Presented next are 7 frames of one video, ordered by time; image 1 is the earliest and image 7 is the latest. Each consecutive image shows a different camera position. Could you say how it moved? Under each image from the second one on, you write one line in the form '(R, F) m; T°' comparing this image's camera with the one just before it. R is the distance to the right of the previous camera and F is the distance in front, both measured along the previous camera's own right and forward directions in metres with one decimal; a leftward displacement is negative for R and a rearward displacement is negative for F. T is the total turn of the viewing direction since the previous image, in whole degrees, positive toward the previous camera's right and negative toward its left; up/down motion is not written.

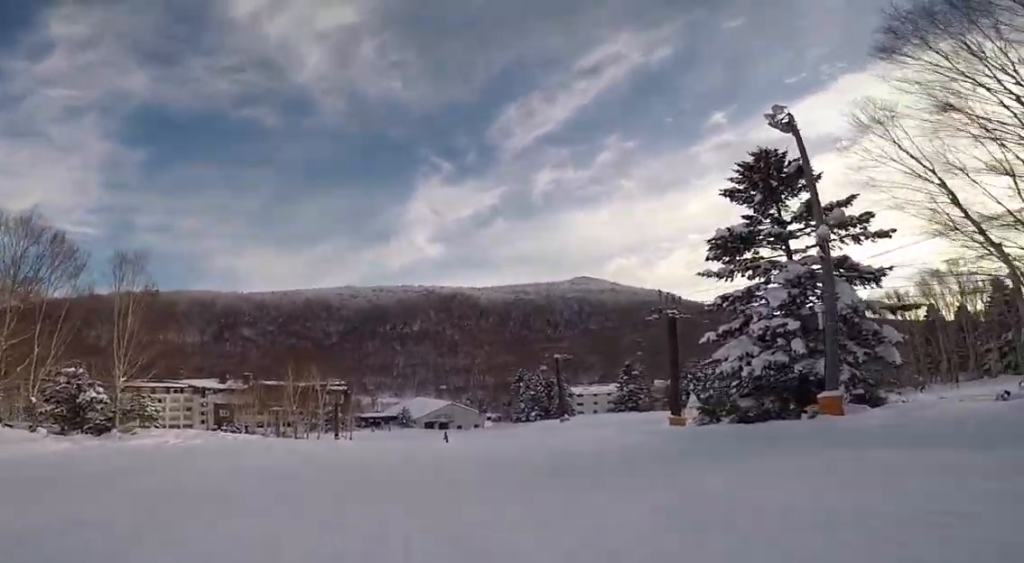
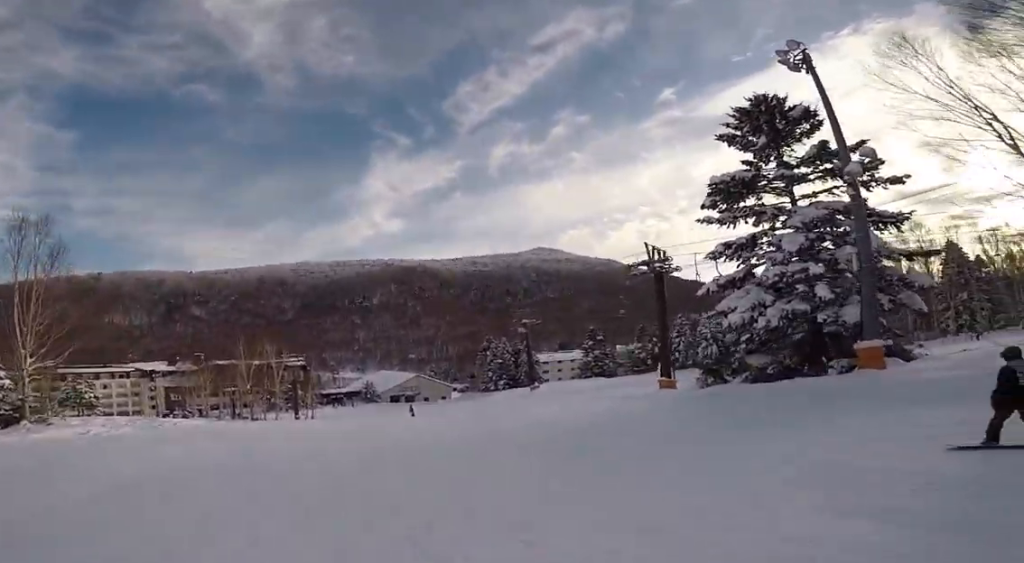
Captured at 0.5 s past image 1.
(+0.1, +3.7) m; -5°
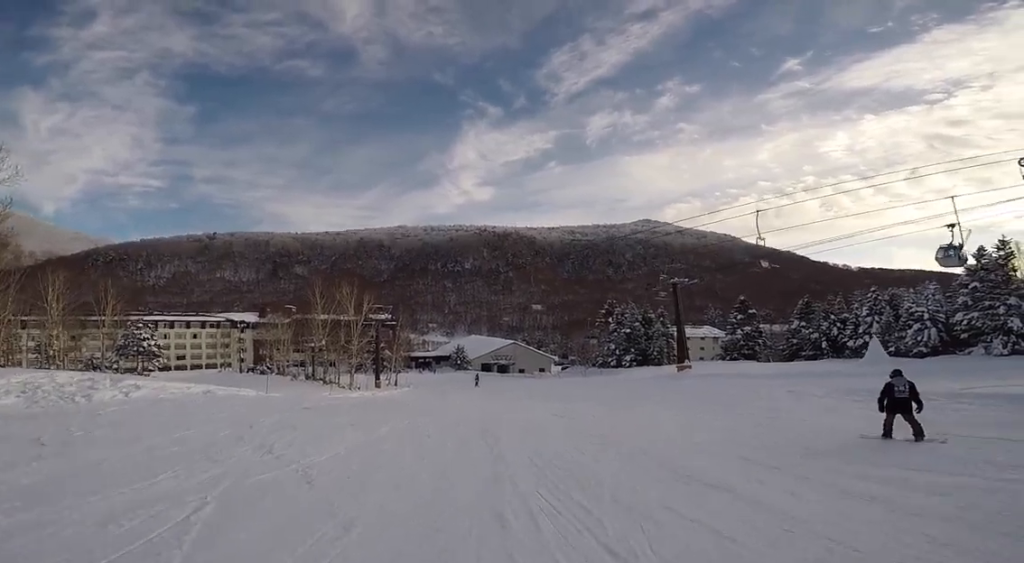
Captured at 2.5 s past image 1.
(-3.6, +11.8) m; -29°
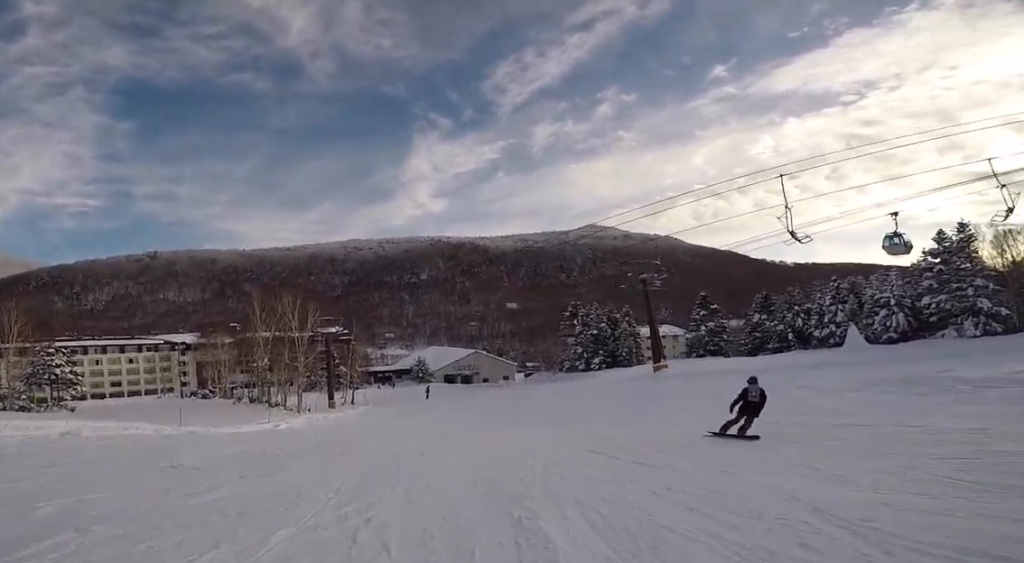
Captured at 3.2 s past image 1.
(0.0, +4.1) m; +1°
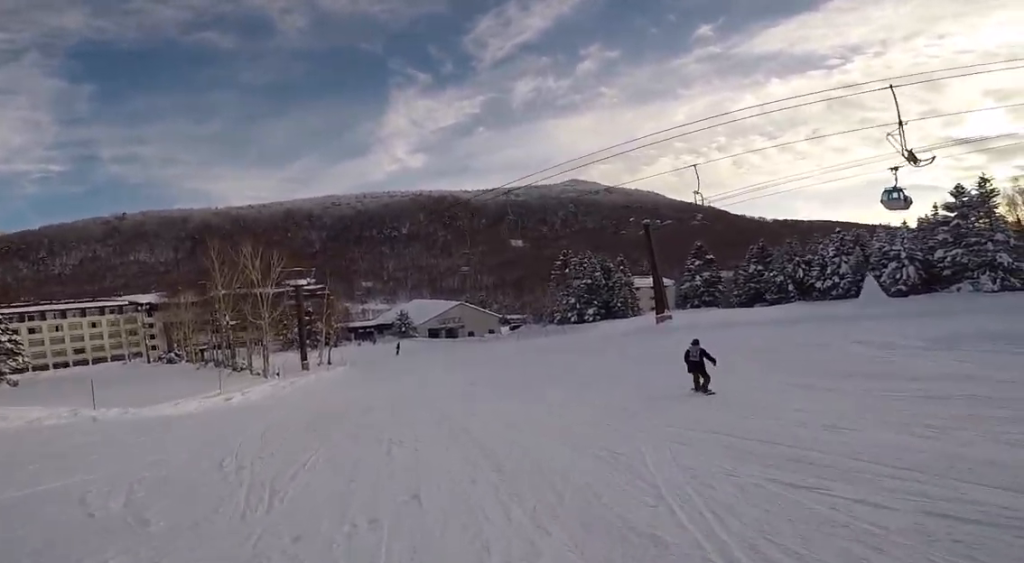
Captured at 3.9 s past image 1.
(0.0, +3.8) m; +12°
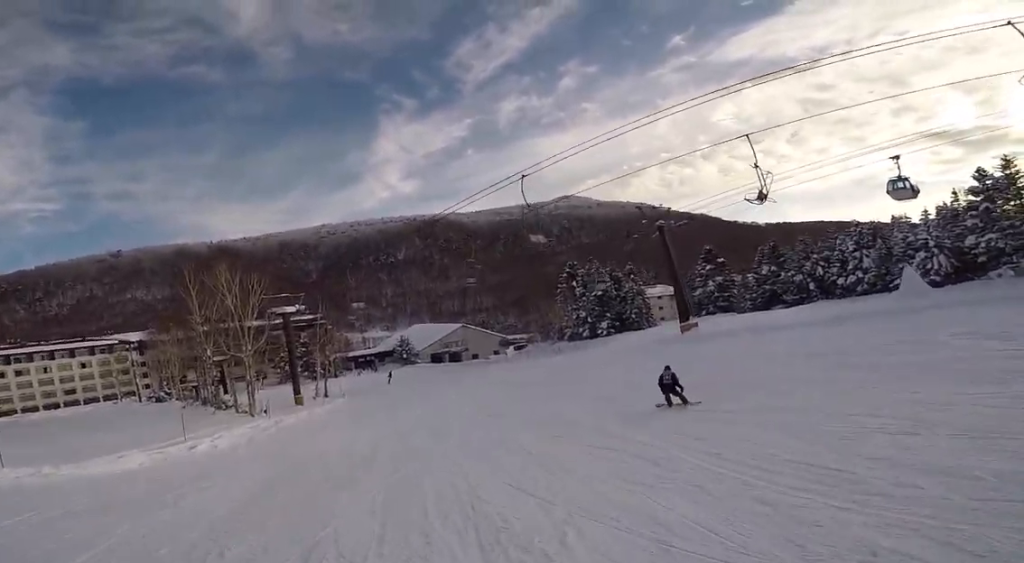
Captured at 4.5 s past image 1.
(+0.2, +3.0) m; +8°
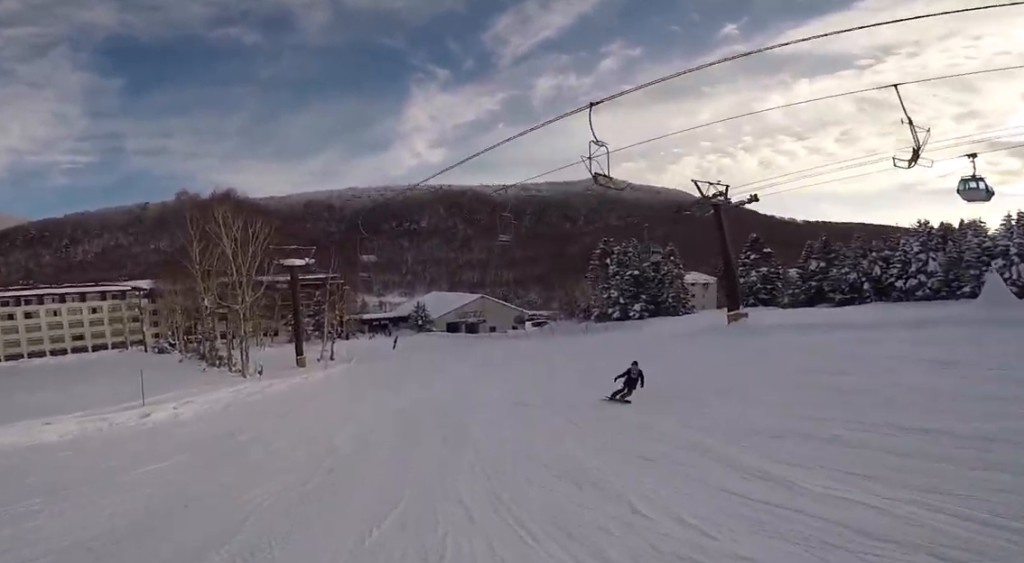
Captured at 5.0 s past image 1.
(+0.7, +2.7) m; +6°
